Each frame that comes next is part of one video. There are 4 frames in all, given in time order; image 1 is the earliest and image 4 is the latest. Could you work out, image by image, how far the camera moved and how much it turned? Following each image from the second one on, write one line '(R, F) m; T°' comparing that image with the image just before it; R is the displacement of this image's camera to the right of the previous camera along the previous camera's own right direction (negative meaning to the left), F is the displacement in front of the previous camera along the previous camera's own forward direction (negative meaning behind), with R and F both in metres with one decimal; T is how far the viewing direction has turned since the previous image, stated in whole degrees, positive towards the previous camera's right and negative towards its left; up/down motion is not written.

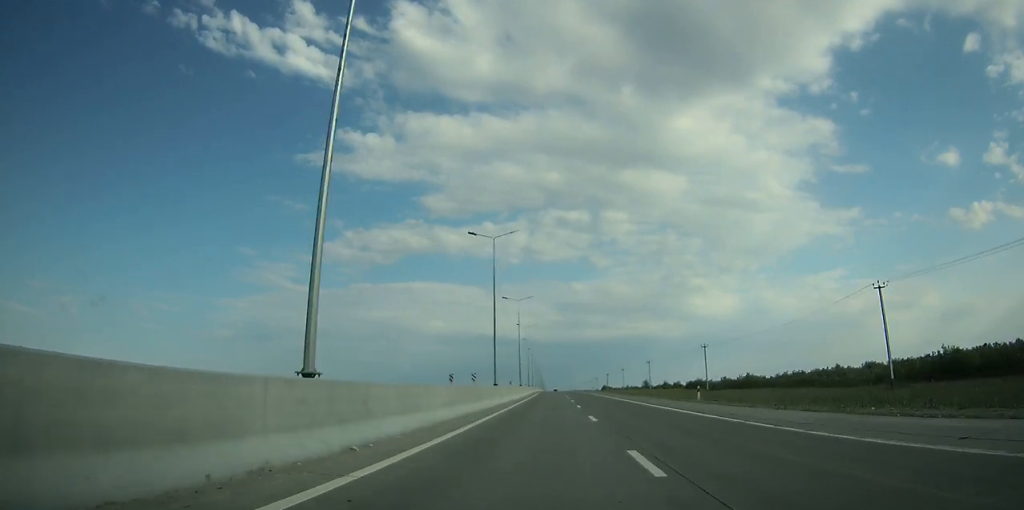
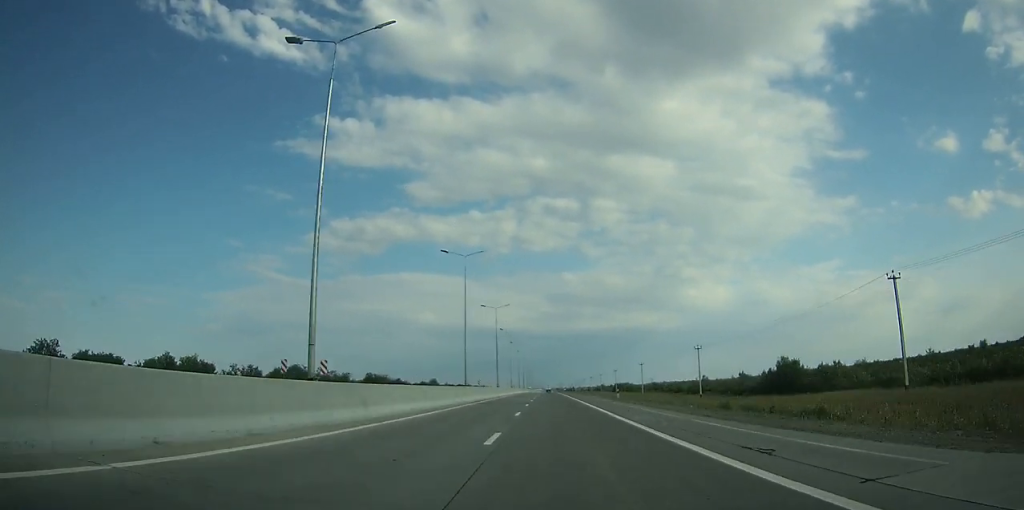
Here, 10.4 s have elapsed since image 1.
(-1.0, +308.2) m; 0°
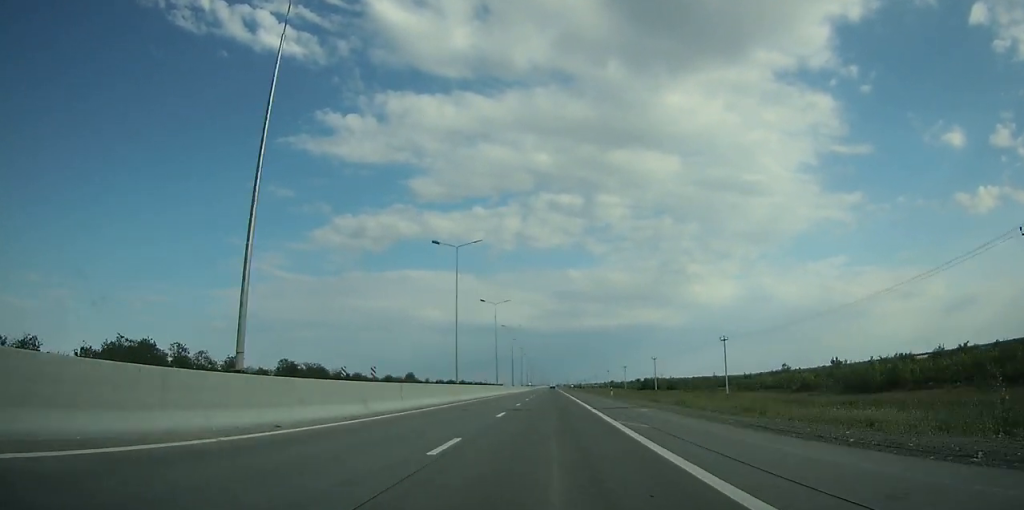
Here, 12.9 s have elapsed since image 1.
(-0.4, +73.9) m; 0°
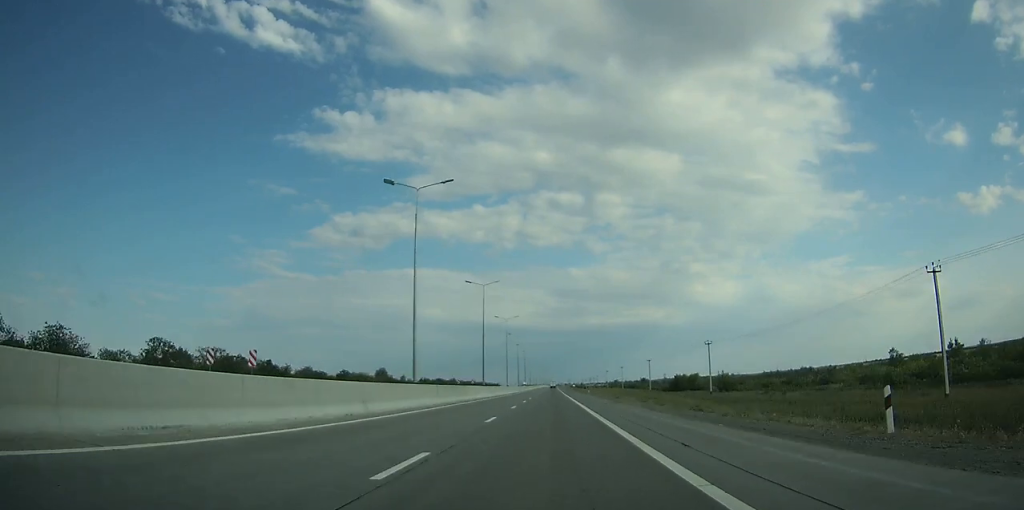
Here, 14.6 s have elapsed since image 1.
(0.0, +49.6) m; 0°
